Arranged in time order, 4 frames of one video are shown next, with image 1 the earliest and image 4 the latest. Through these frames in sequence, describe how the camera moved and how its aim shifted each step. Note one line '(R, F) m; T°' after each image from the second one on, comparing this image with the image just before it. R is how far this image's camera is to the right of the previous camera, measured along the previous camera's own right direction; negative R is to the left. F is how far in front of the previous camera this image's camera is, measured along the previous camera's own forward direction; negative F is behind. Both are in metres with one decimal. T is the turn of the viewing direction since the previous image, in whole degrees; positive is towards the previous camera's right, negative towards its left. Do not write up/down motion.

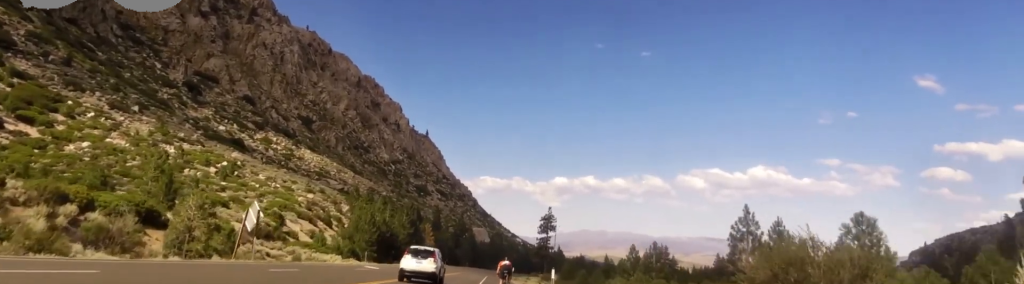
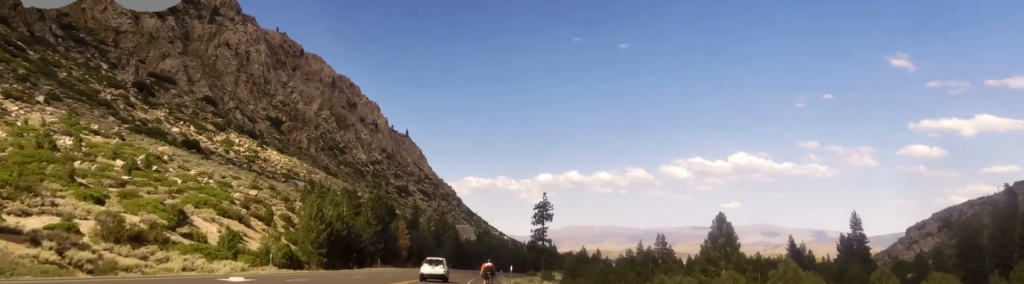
(+1.0, +27.3) m; +1°
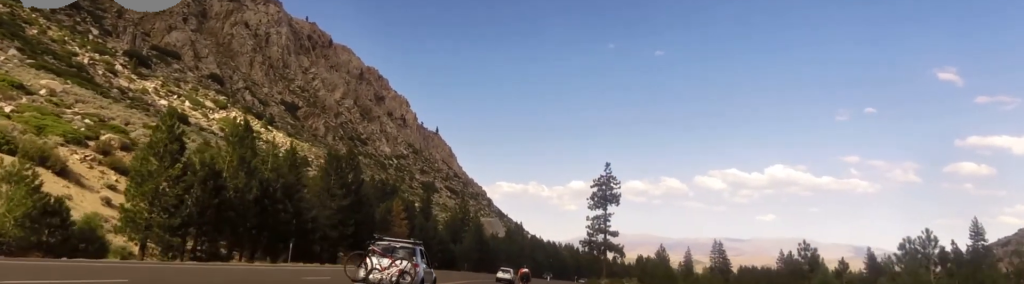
(-1.4, +46.1) m; -1°
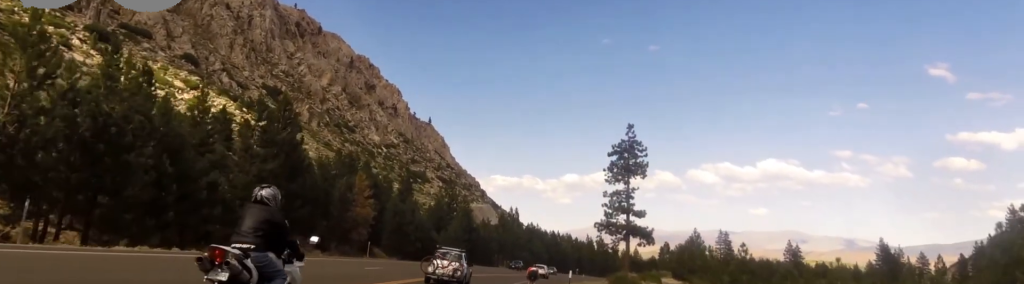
(-0.4, +21.8) m; -2°
